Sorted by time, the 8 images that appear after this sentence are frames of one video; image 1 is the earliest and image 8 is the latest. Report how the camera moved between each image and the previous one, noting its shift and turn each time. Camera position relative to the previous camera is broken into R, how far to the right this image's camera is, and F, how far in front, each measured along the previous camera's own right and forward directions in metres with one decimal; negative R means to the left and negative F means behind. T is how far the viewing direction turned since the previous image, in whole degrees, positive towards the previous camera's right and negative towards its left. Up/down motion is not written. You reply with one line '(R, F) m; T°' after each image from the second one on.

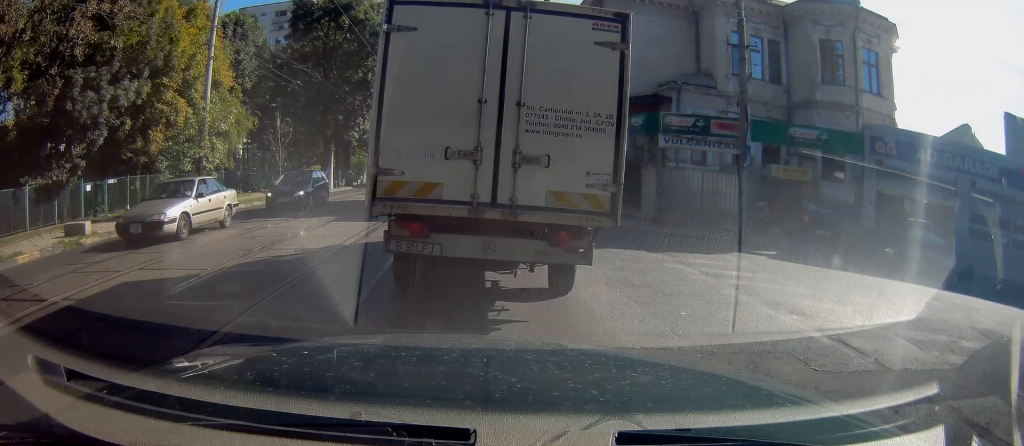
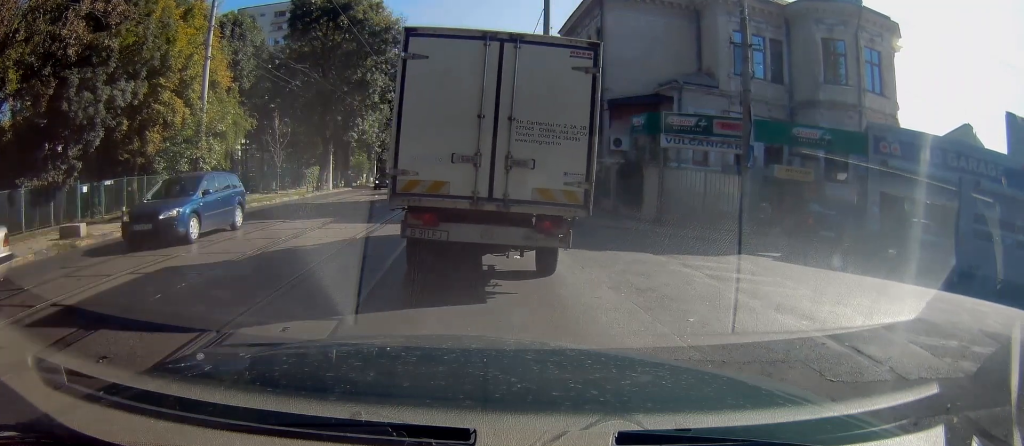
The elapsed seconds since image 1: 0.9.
(0.0, 0.0) m; 0°
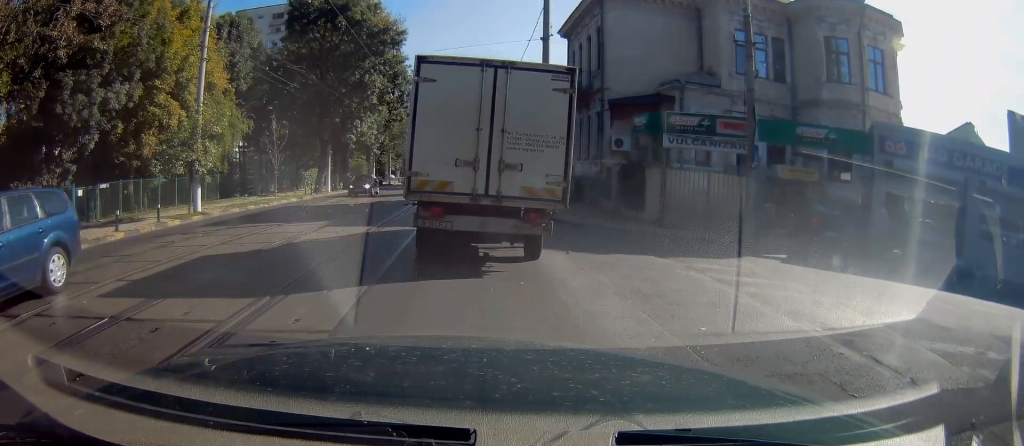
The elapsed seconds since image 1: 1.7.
(0.0, 0.0) m; 0°
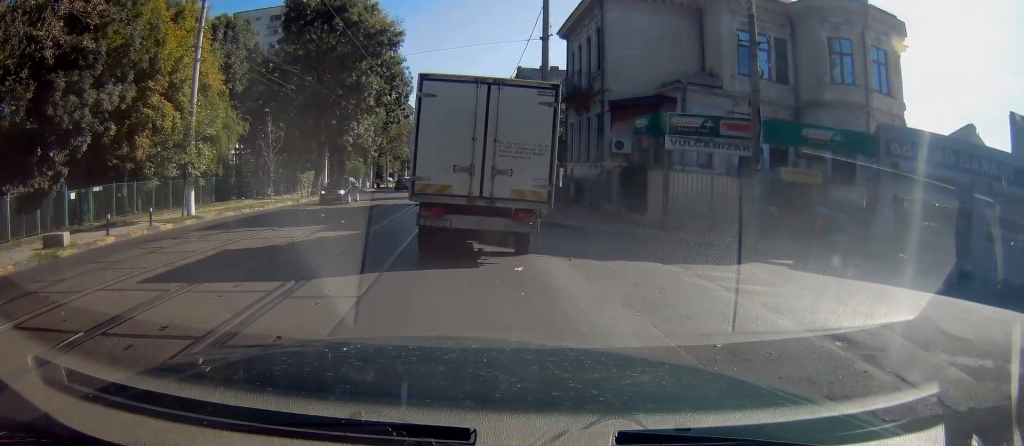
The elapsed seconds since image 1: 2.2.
(+0.1, +0.1) m; 0°
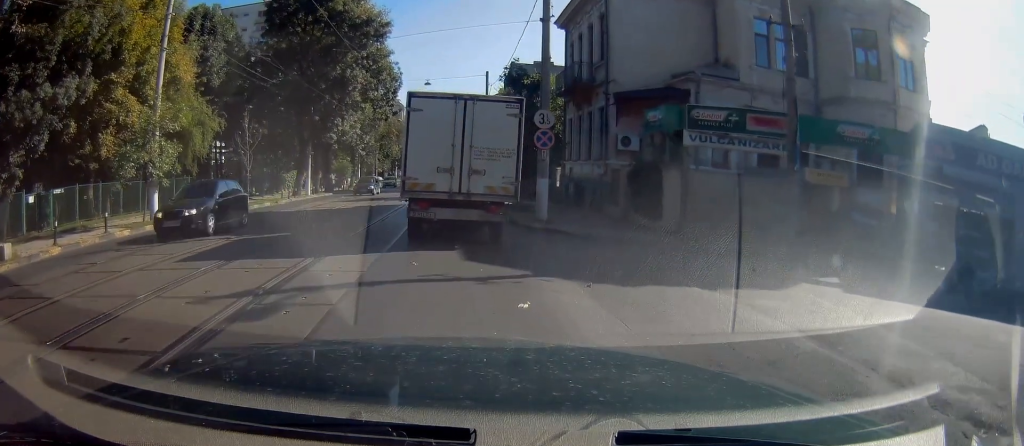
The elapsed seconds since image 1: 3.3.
(+0.2, +0.6) m; 0°
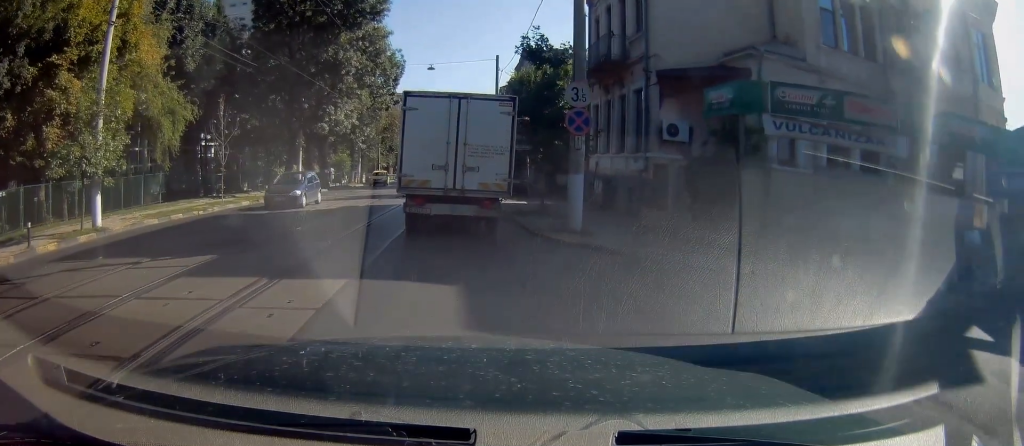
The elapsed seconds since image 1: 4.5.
(0.0, +2.0) m; +3°
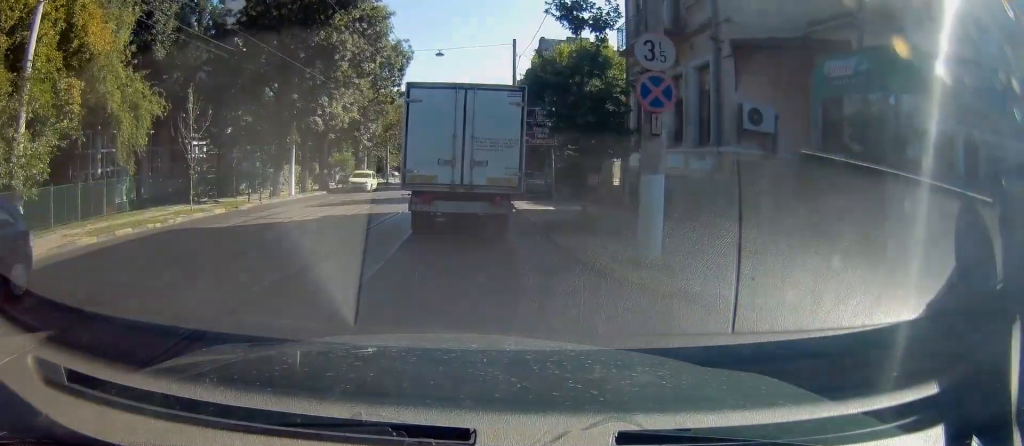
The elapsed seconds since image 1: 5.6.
(+0.2, +3.7) m; +2°
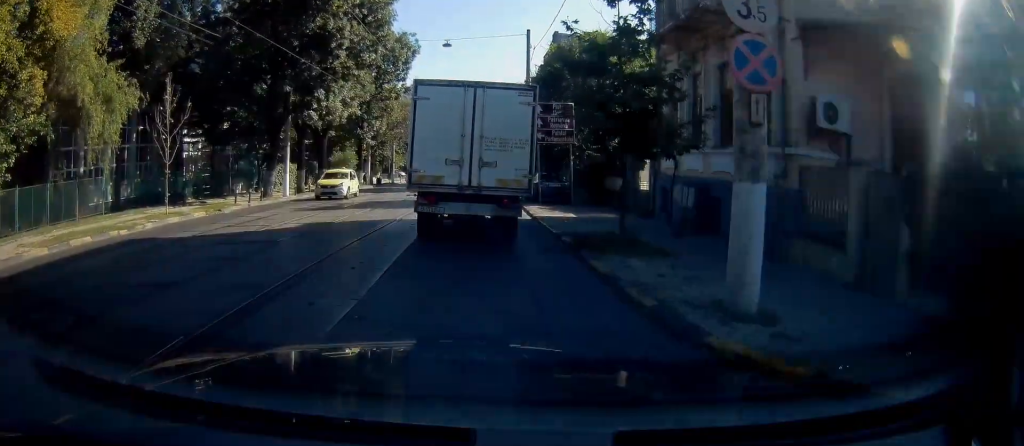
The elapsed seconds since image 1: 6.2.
(+0.1, +2.8) m; -1°
